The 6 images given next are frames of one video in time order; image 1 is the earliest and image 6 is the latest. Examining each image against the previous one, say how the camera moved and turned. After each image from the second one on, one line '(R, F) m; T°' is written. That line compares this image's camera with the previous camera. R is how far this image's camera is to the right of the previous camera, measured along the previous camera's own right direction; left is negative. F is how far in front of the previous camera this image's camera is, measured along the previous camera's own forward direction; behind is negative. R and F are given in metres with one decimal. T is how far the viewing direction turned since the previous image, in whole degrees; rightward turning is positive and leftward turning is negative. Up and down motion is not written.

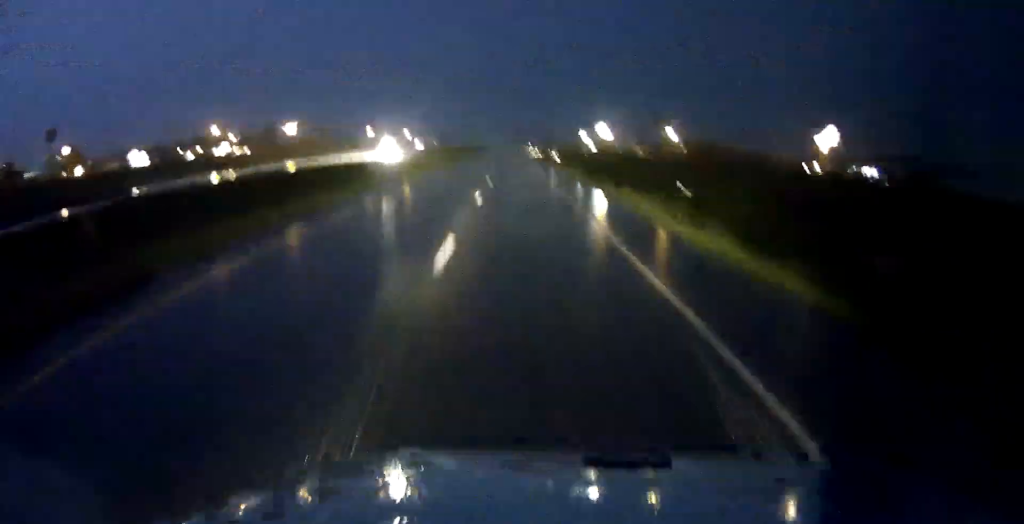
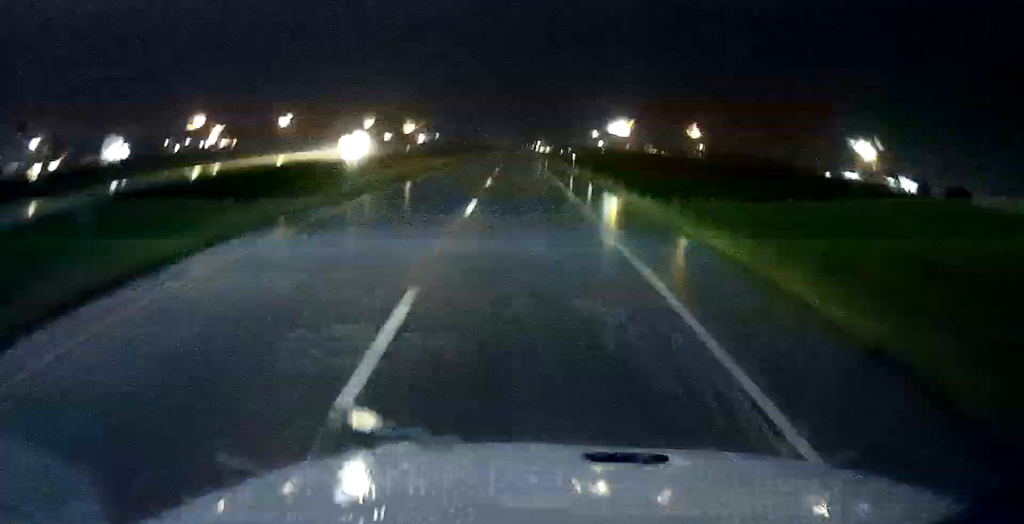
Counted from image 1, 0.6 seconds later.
(0.0, +17.6) m; 0°
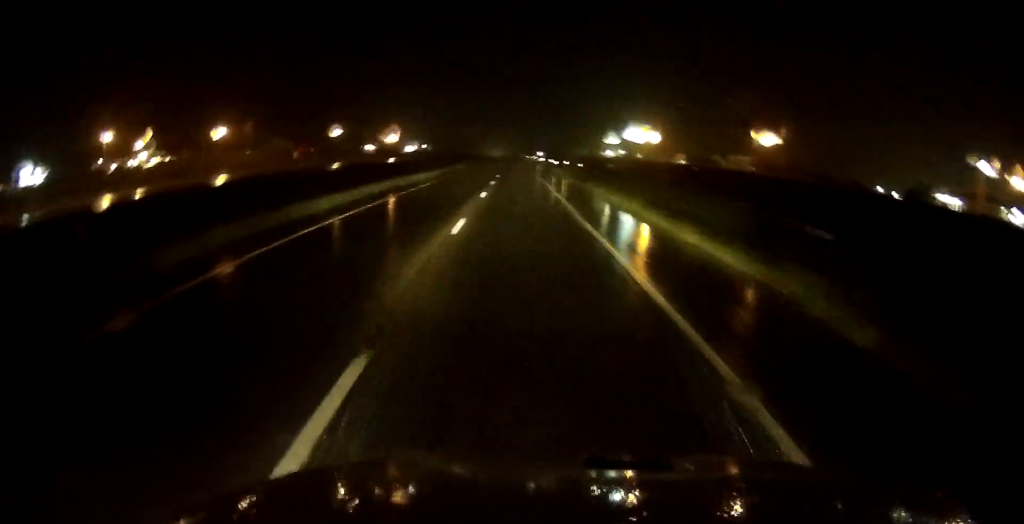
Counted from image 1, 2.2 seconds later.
(+0.2, +50.7) m; 0°
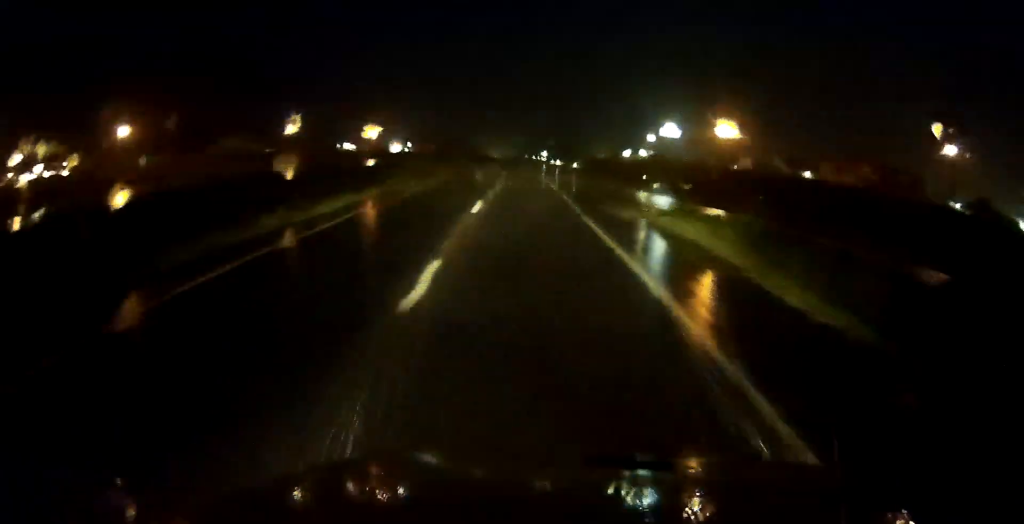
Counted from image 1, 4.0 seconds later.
(-0.5, +55.8) m; -1°
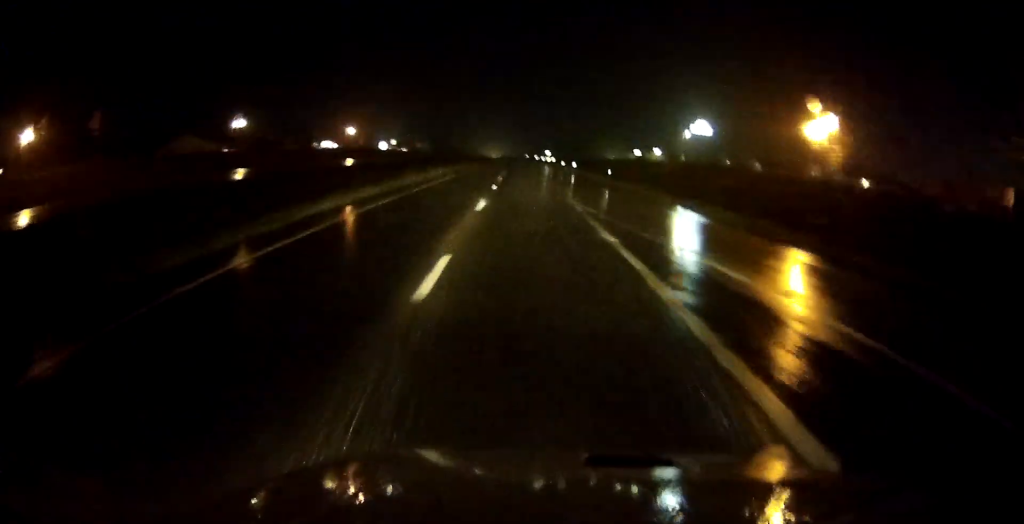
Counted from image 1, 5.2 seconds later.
(+0.3, +36.1) m; 0°
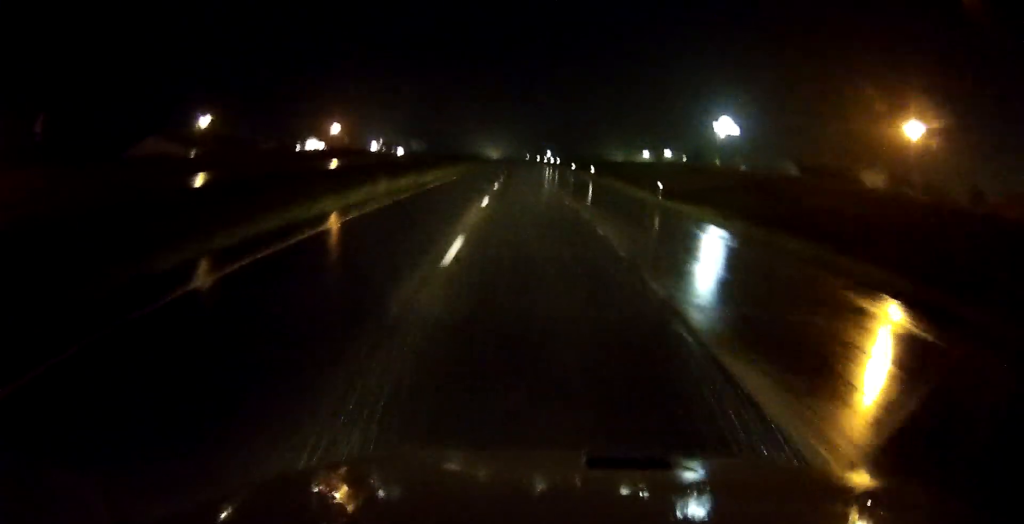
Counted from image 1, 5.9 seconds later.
(0.0, +21.7) m; 0°
